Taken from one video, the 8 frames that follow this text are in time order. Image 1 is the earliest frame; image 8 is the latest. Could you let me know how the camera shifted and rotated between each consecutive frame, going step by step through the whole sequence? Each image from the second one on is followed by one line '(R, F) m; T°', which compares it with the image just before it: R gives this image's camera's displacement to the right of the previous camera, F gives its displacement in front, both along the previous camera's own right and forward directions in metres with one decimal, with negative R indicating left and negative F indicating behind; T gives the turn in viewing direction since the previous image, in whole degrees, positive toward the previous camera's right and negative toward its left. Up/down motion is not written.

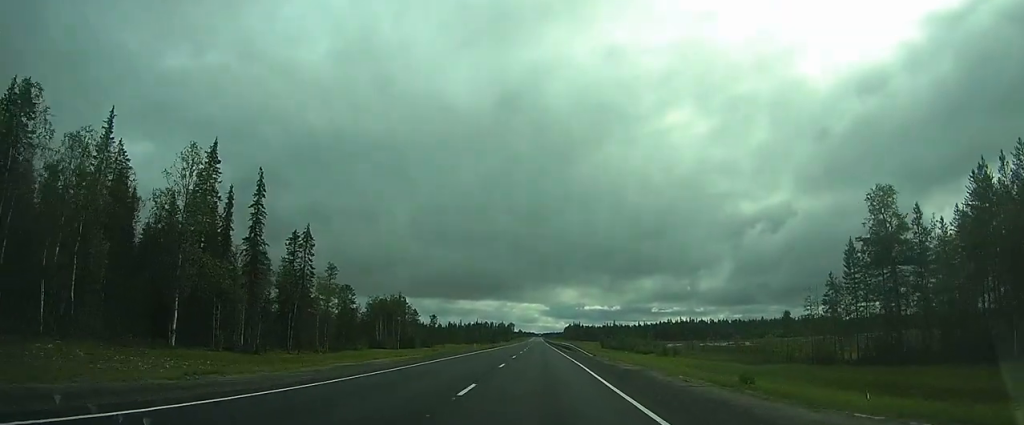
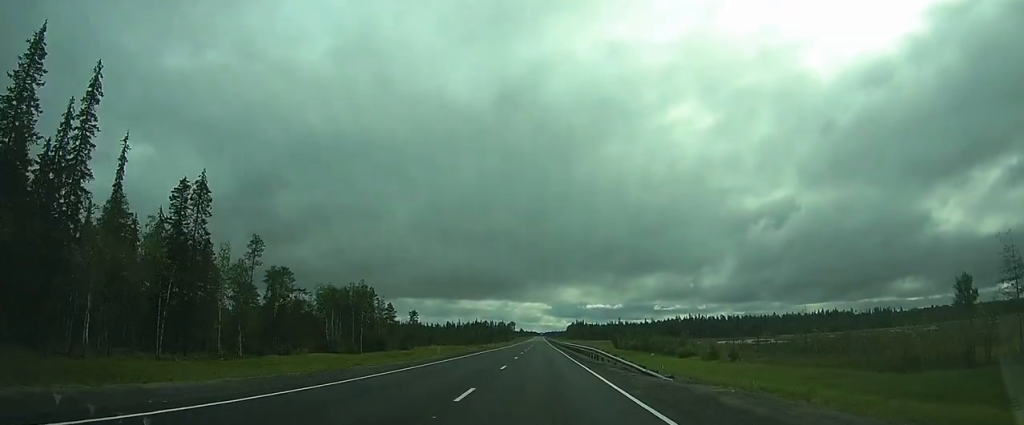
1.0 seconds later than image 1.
(-0.2, +26.0) m; -1°
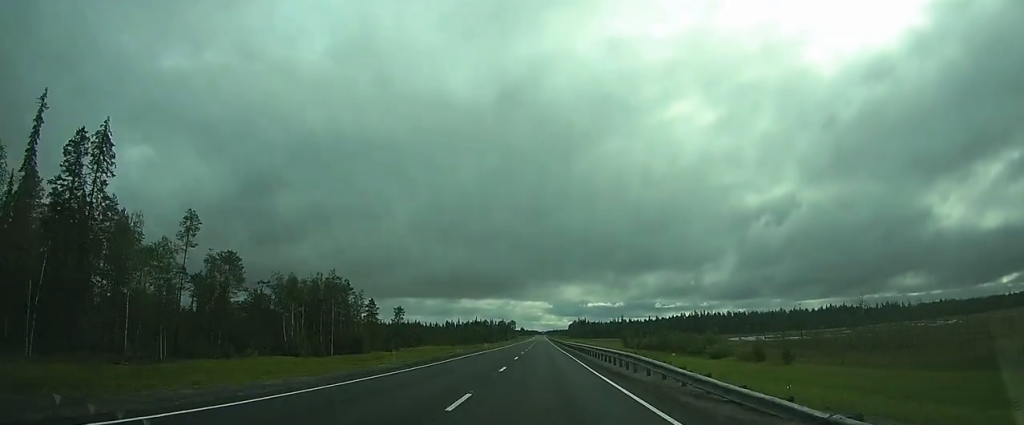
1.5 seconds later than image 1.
(-0.1, +14.0) m; 0°
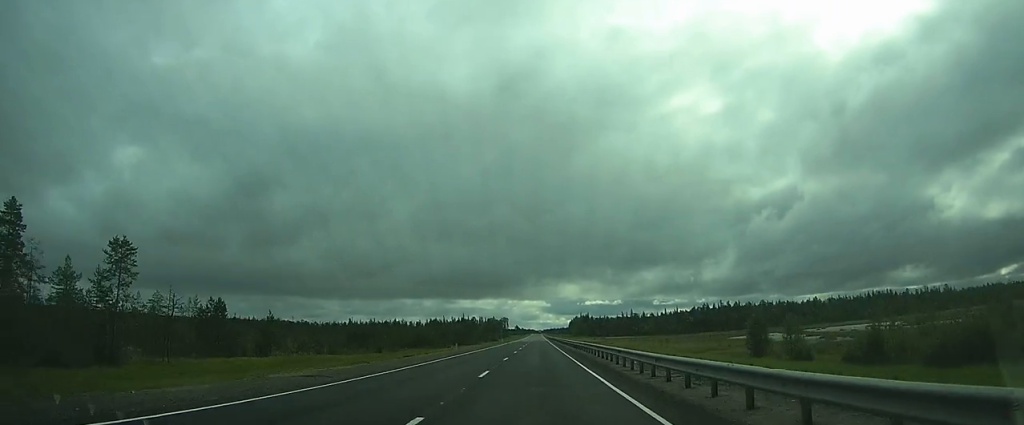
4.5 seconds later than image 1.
(-0.6, +79.5) m; -1°
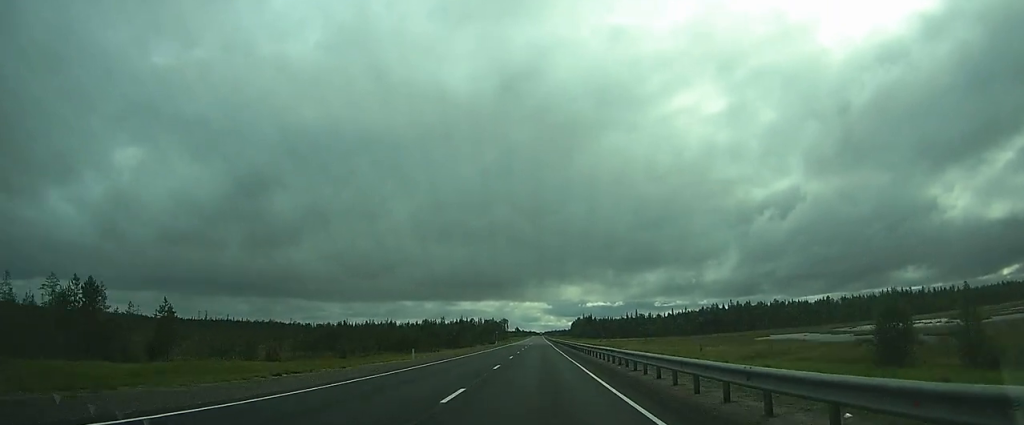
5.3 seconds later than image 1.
(0.0, +19.3) m; 0°
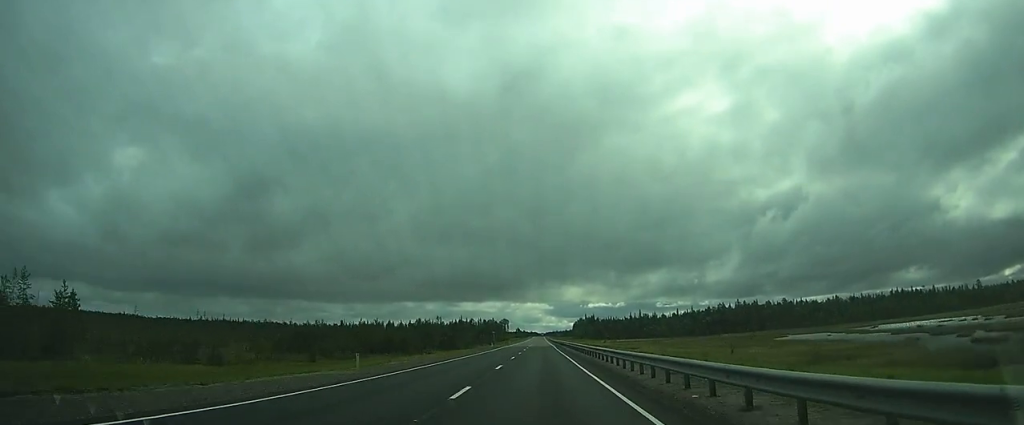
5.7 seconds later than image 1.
(0.0, +11.3) m; 0°
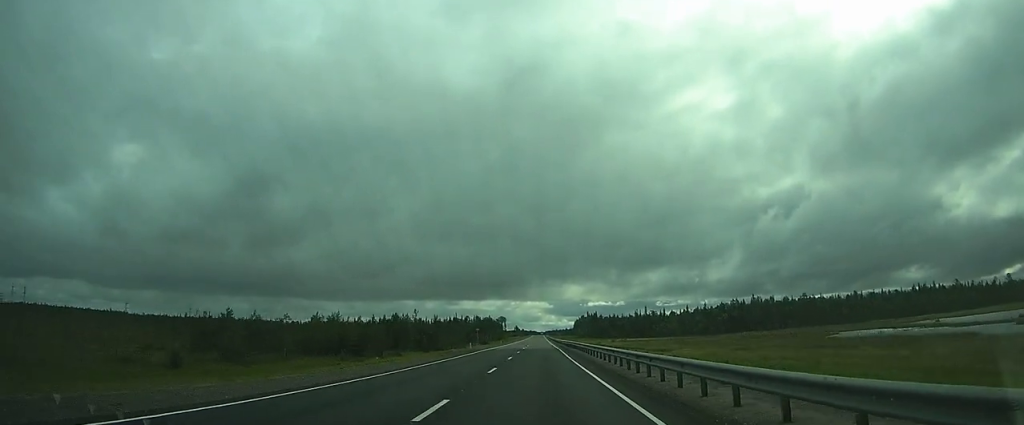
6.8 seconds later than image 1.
(+0.1, +27.8) m; 0°
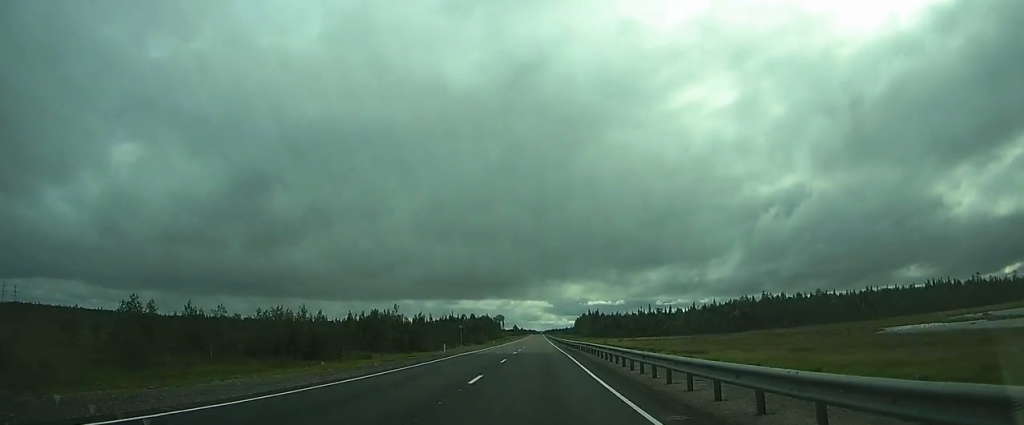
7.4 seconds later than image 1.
(0.0, +17.3) m; 0°
